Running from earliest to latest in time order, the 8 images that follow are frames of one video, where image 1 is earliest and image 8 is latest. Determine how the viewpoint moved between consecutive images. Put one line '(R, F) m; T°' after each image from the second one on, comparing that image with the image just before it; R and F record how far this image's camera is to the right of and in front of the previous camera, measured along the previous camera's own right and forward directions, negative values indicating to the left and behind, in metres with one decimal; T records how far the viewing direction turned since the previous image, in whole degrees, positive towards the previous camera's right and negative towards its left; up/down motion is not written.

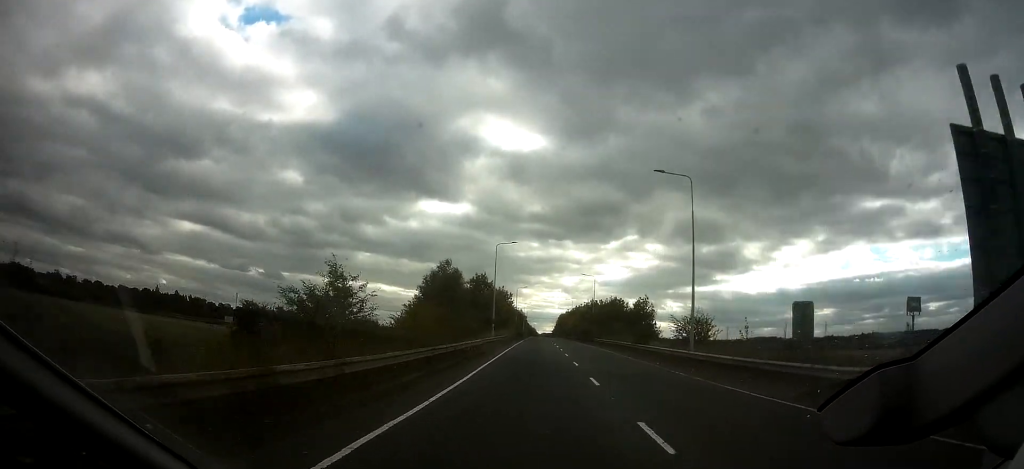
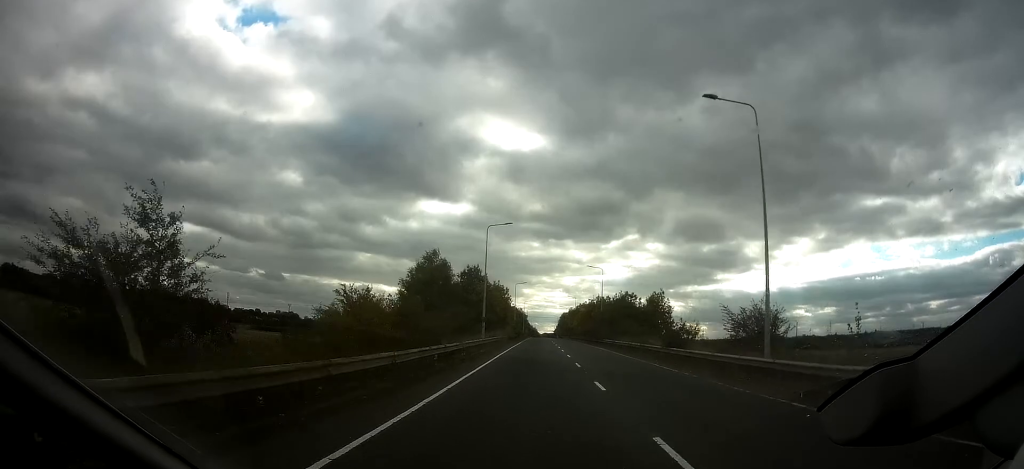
(0.0, +10.6) m; 0°
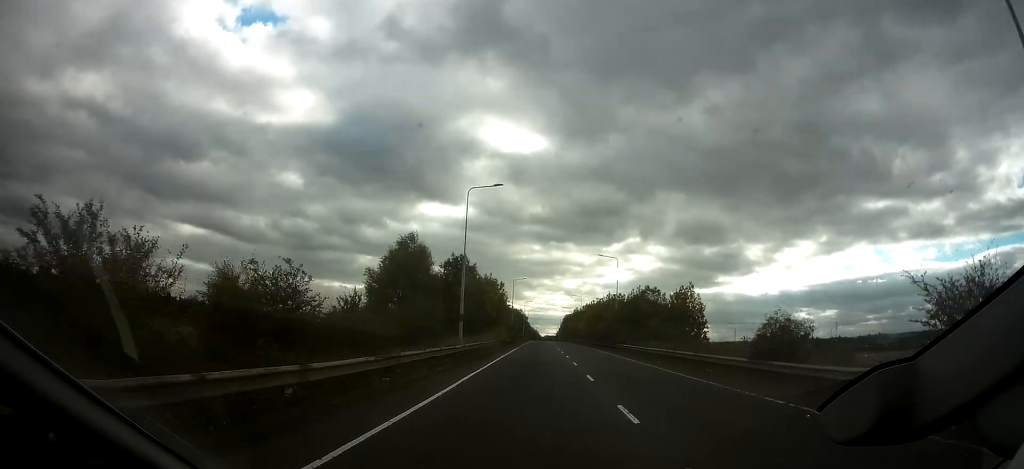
(+0.1, +14.1) m; 0°
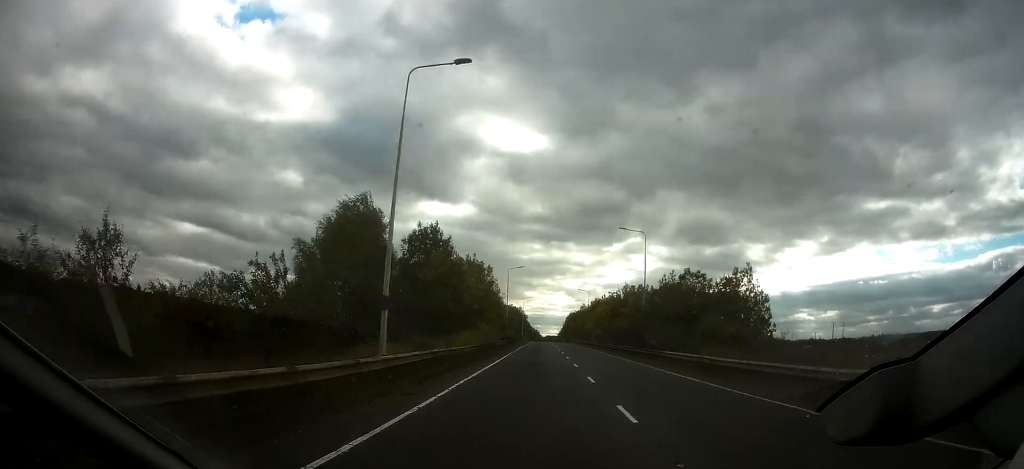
(0.0, +16.9) m; 0°
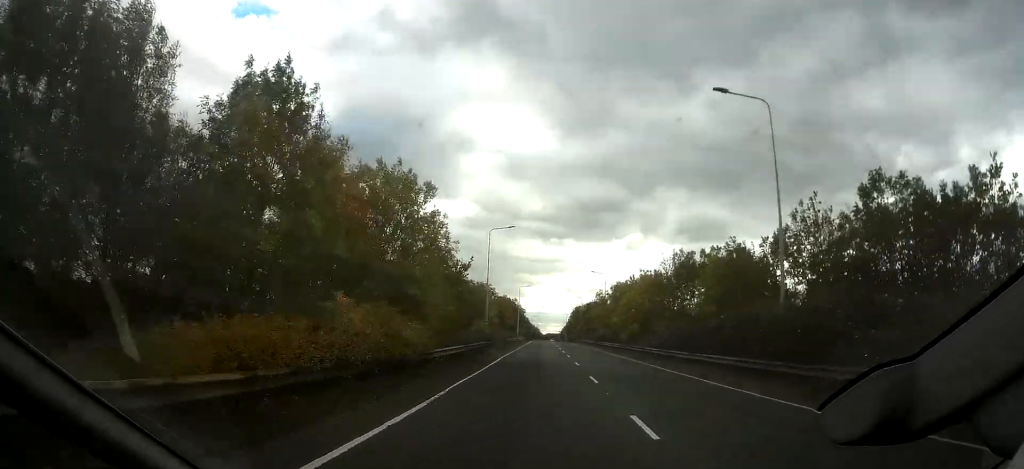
(0.0, +27.5) m; 0°
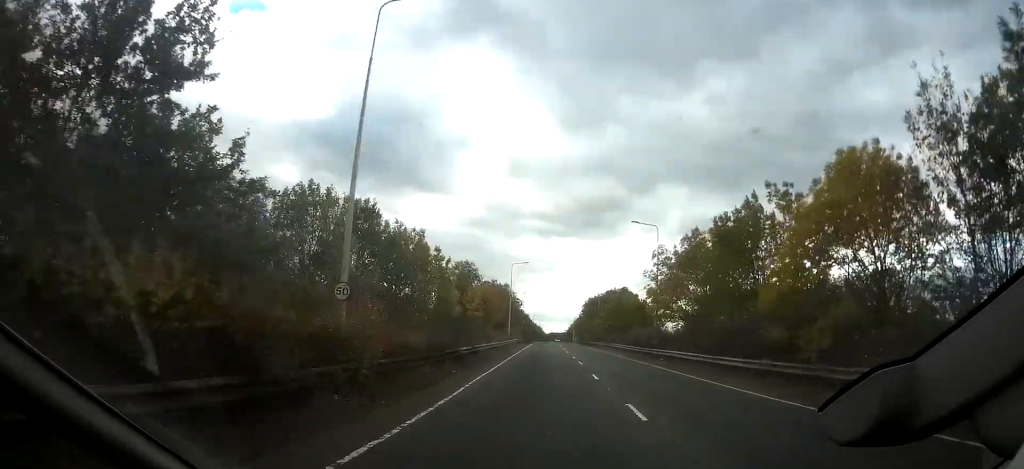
(0.0, +34.5) m; 0°
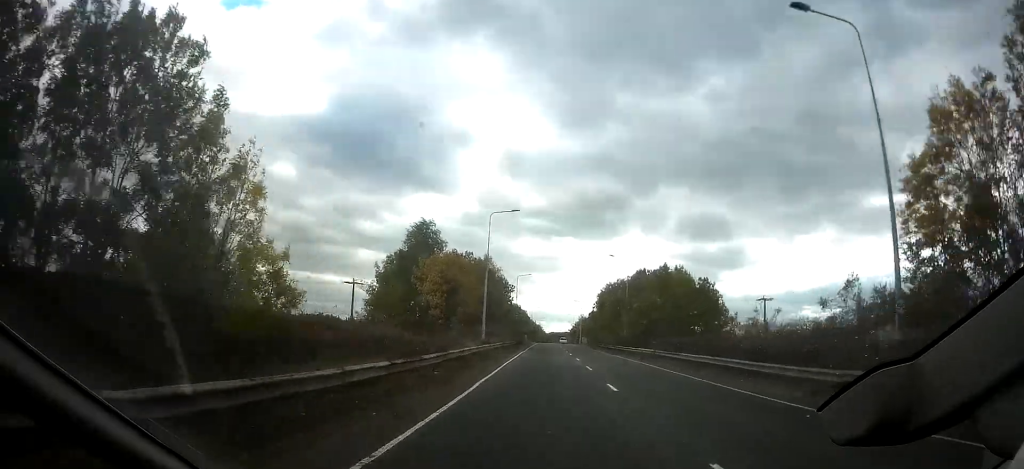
(-0.1, +30.8) m; 0°
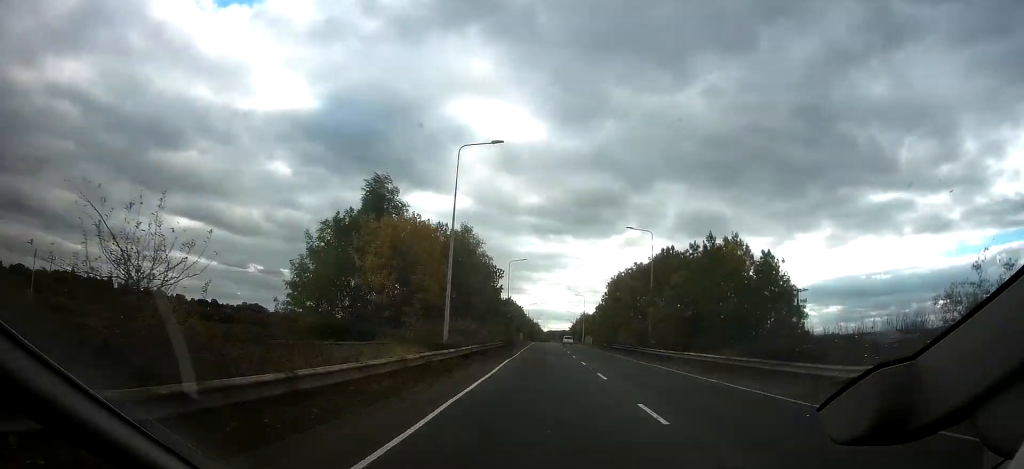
(0.0, +15.0) m; 0°
